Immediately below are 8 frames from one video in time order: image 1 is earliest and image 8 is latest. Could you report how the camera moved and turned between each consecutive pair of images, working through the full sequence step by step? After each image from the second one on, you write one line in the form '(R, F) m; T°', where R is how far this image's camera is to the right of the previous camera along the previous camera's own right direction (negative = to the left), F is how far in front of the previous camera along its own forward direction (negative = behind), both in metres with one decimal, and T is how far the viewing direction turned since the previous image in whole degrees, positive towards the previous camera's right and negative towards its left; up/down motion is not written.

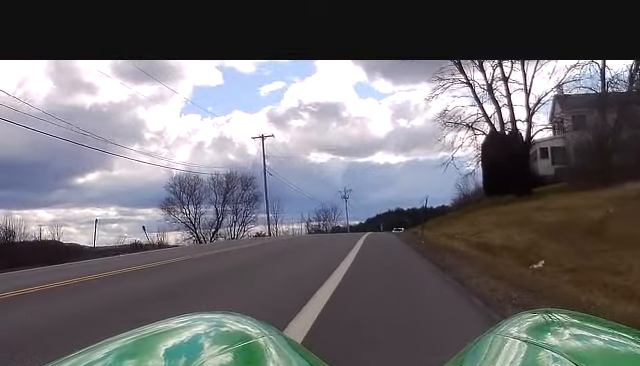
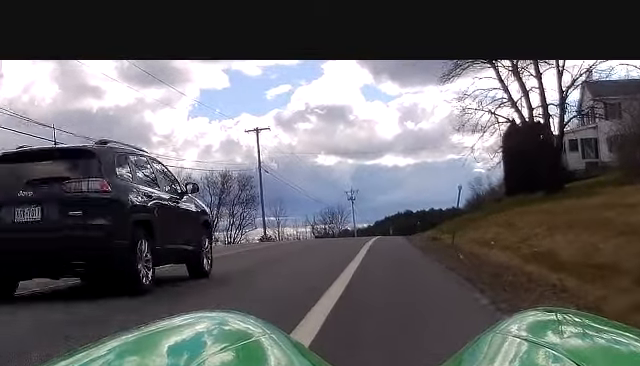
(0.0, +10.3) m; +4°
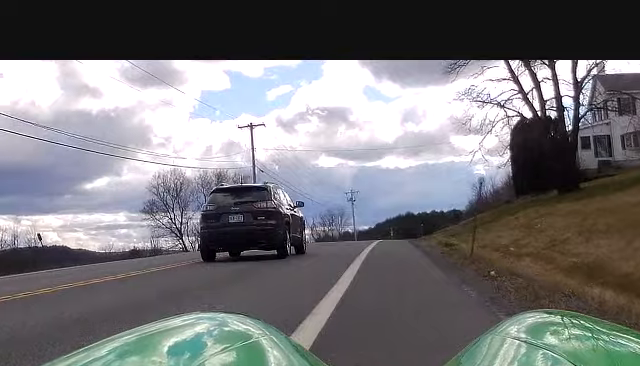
(+0.2, +4.6) m; +3°
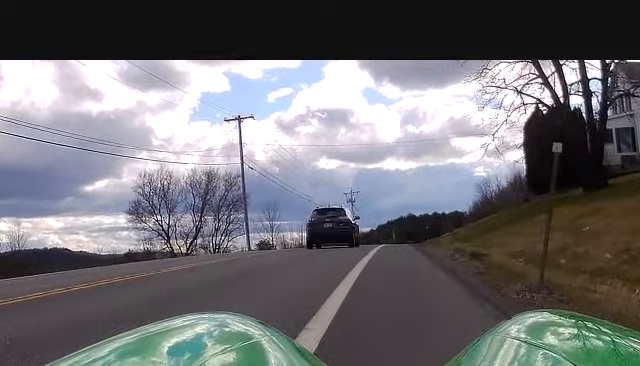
(+0.1, +7.3) m; 0°
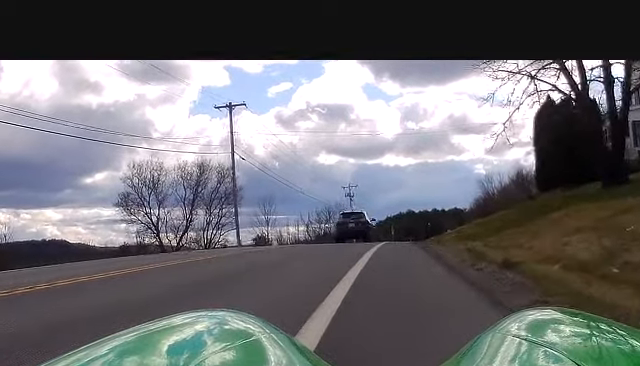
(0.0, +4.5) m; 0°
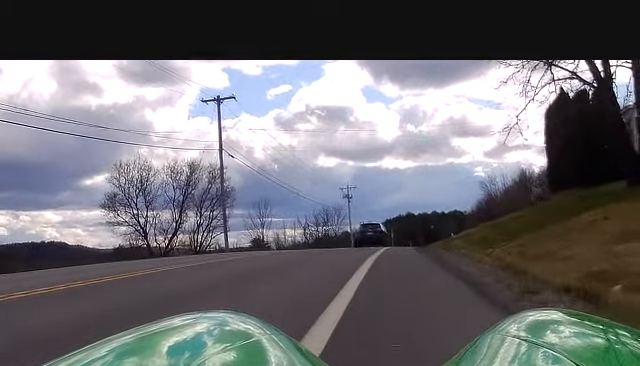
(0.0, +5.0) m; 0°
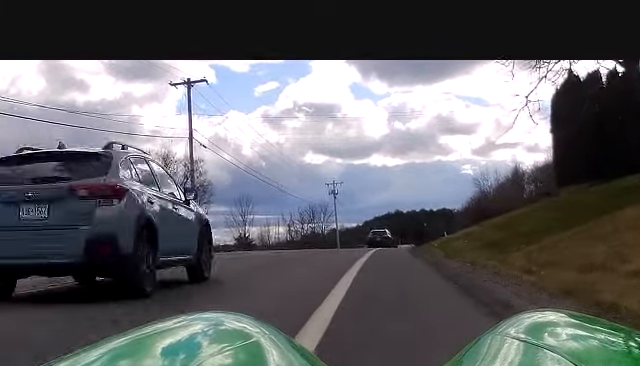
(0.0, +6.4) m; 0°
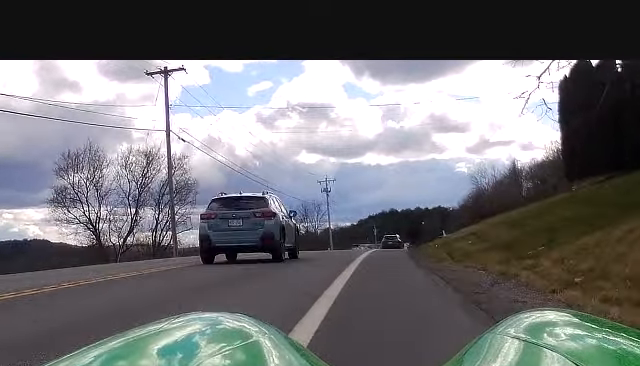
(0.0, +4.7) m; +1°
